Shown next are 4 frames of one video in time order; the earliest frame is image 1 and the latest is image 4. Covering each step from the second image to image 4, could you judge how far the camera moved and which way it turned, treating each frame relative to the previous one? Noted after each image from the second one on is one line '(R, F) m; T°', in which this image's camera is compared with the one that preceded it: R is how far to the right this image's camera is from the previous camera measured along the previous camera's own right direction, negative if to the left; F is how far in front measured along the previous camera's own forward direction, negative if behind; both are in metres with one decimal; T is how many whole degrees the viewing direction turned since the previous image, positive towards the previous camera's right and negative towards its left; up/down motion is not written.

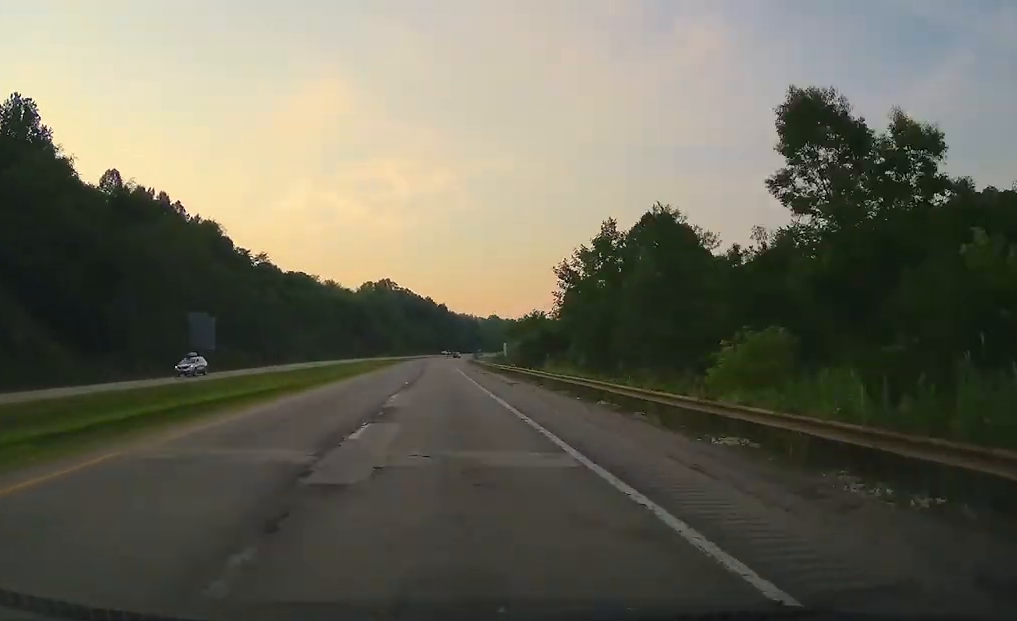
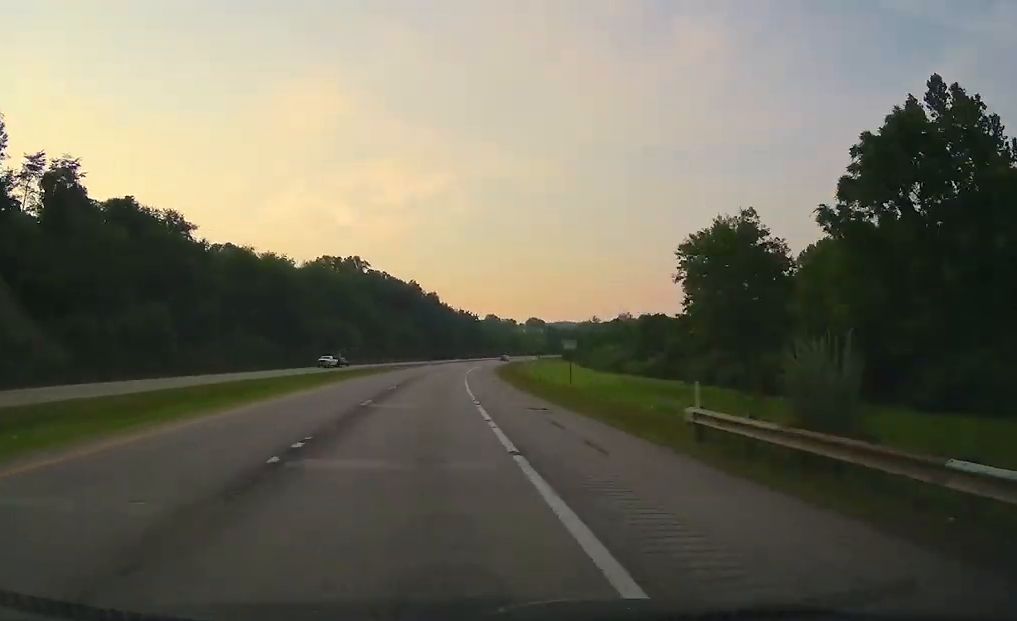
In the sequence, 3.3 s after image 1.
(+2.4, +92.7) m; +4°
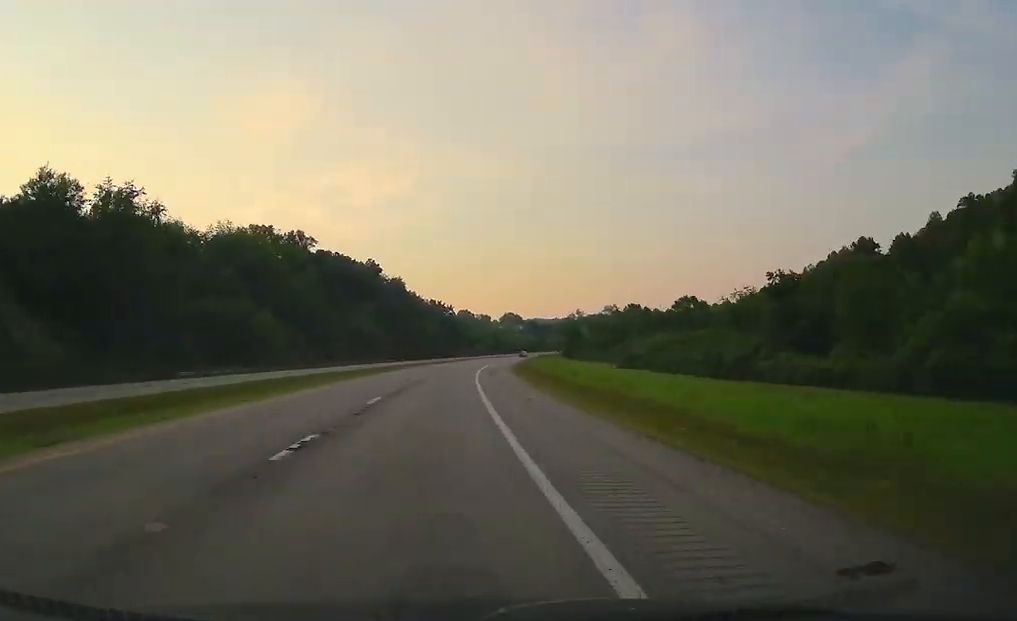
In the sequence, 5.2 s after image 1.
(+1.6, +56.2) m; +3°
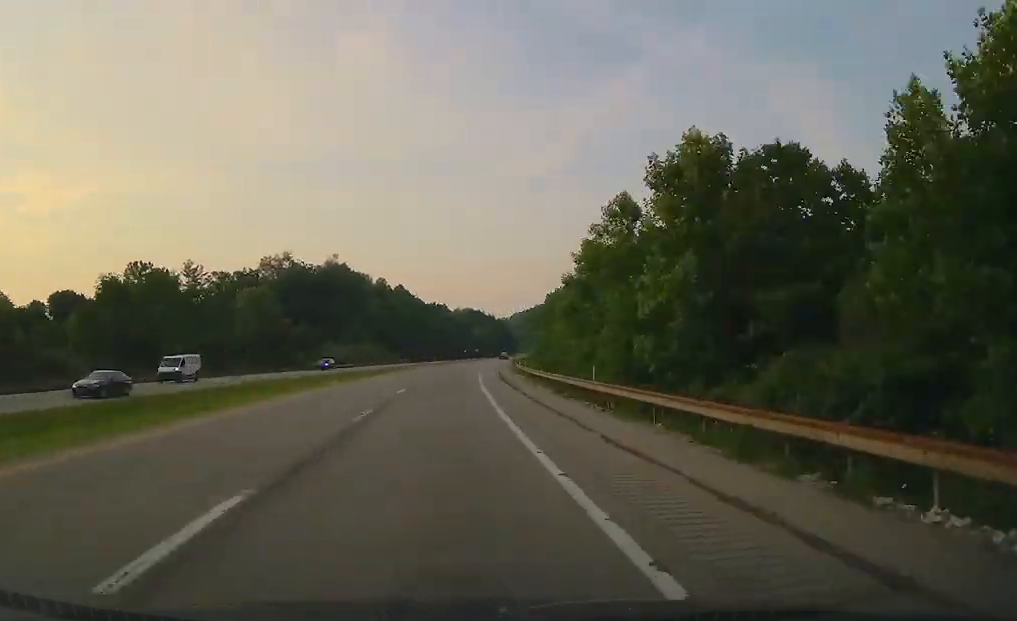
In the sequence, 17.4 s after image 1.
(+101.4, +404.7) m; +27°
